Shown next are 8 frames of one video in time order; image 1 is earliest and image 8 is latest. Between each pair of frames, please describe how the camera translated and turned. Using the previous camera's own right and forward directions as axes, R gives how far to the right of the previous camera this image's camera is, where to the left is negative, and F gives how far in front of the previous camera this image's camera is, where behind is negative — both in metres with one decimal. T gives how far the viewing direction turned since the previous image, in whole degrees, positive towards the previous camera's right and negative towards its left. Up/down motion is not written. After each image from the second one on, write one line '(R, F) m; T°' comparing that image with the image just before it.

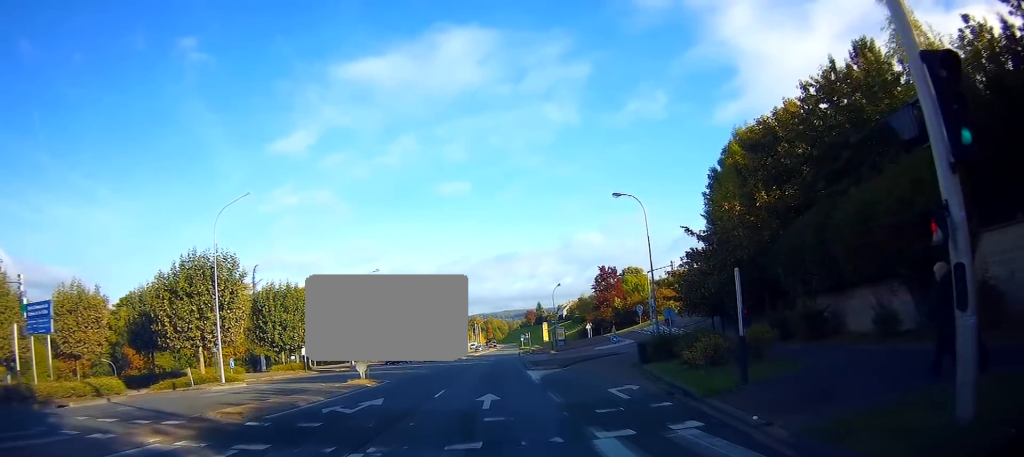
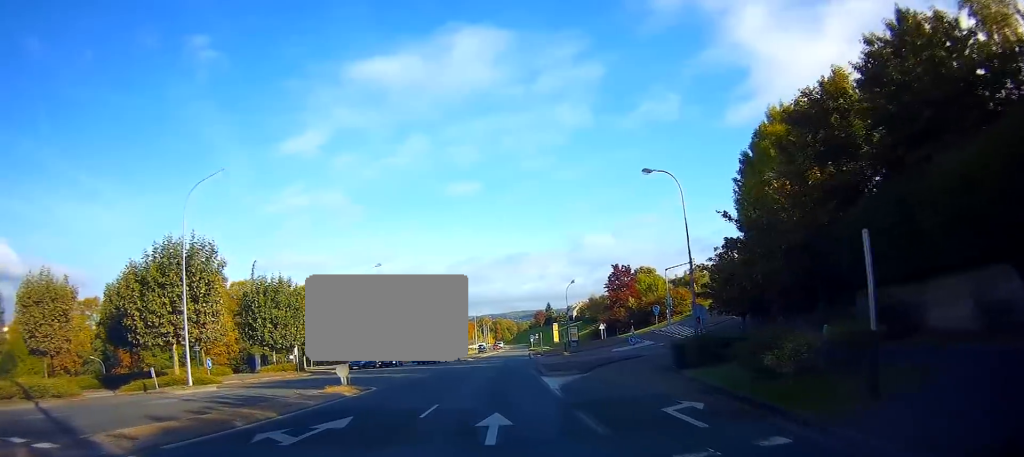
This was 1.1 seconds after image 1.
(0.0, +5.0) m; +1°
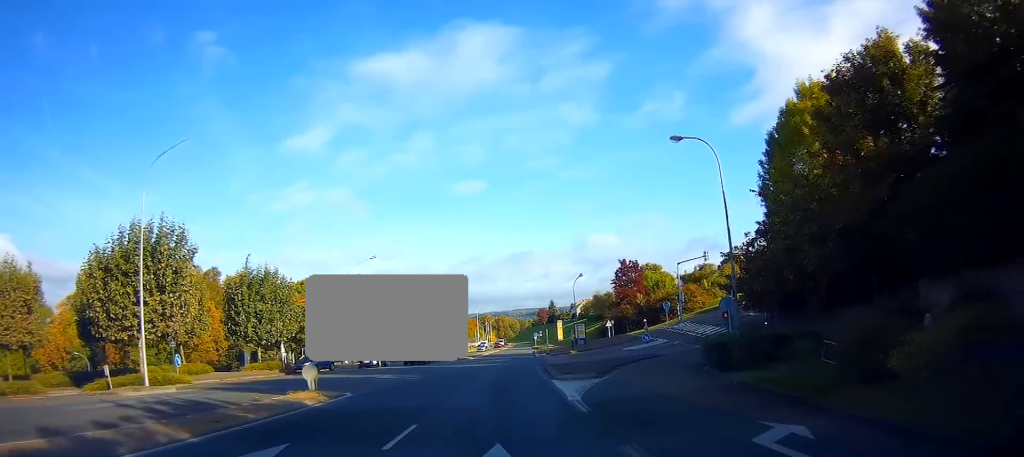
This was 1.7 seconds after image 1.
(0.0, +4.4) m; 0°
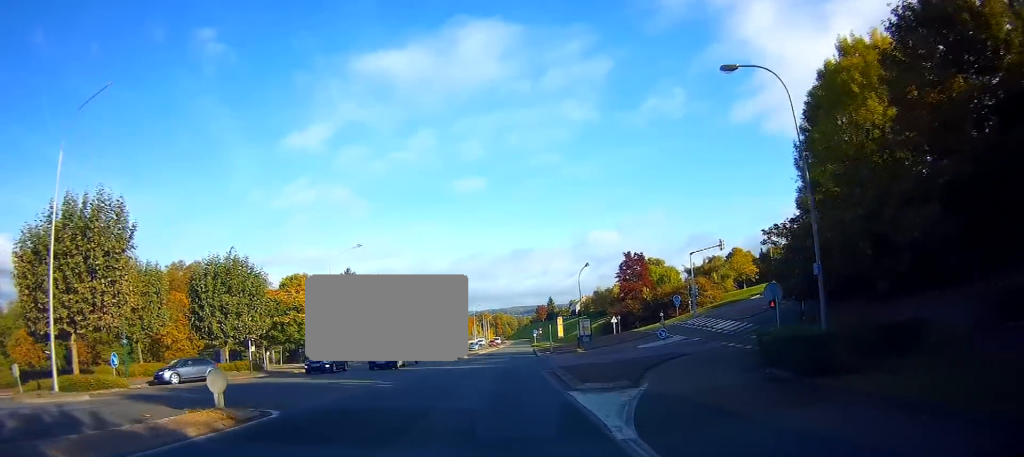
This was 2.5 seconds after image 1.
(0.0, +6.0) m; 0°
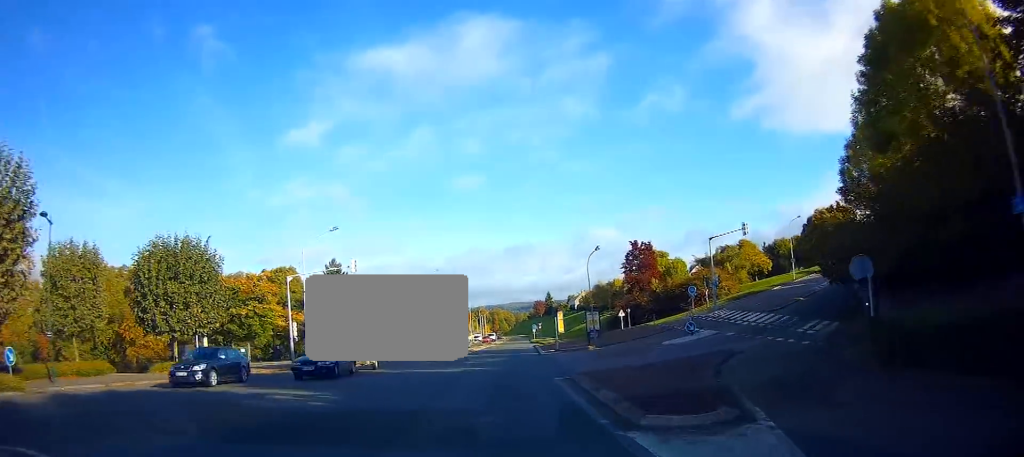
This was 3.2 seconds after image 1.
(0.0, +7.2) m; 0°
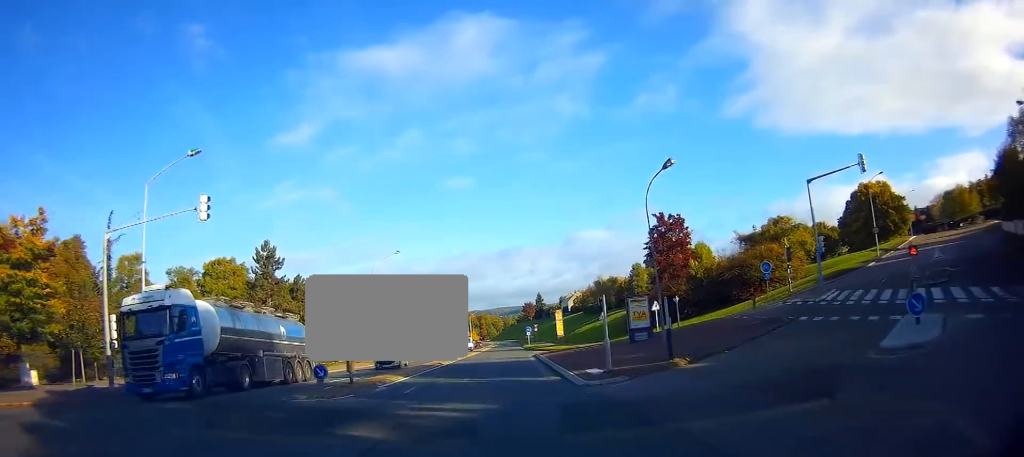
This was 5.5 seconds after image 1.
(+0.1, +23.3) m; +1°
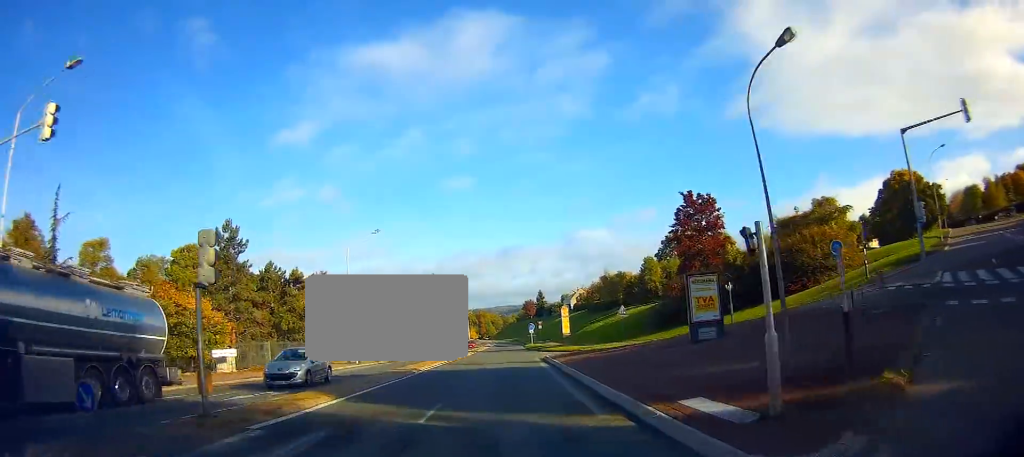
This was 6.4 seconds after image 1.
(0.0, +10.7) m; +1°
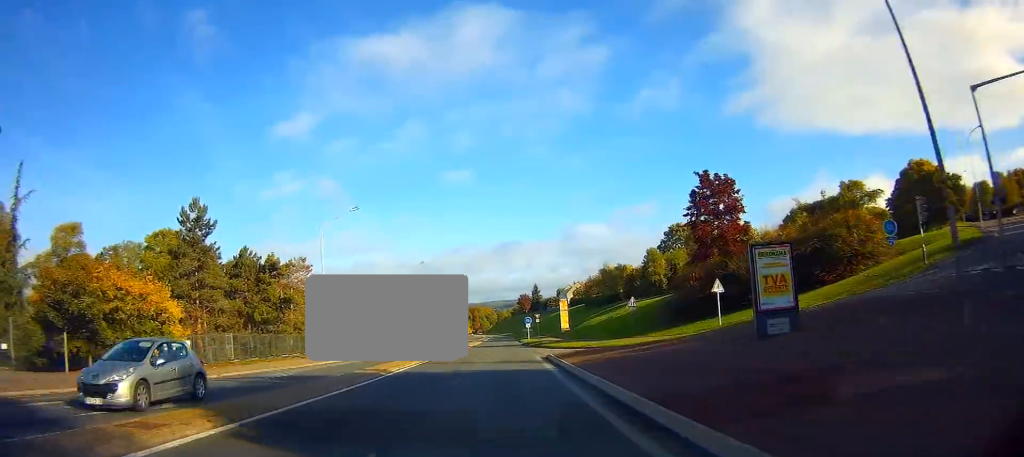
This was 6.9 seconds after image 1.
(0.0, +6.3) m; 0°
